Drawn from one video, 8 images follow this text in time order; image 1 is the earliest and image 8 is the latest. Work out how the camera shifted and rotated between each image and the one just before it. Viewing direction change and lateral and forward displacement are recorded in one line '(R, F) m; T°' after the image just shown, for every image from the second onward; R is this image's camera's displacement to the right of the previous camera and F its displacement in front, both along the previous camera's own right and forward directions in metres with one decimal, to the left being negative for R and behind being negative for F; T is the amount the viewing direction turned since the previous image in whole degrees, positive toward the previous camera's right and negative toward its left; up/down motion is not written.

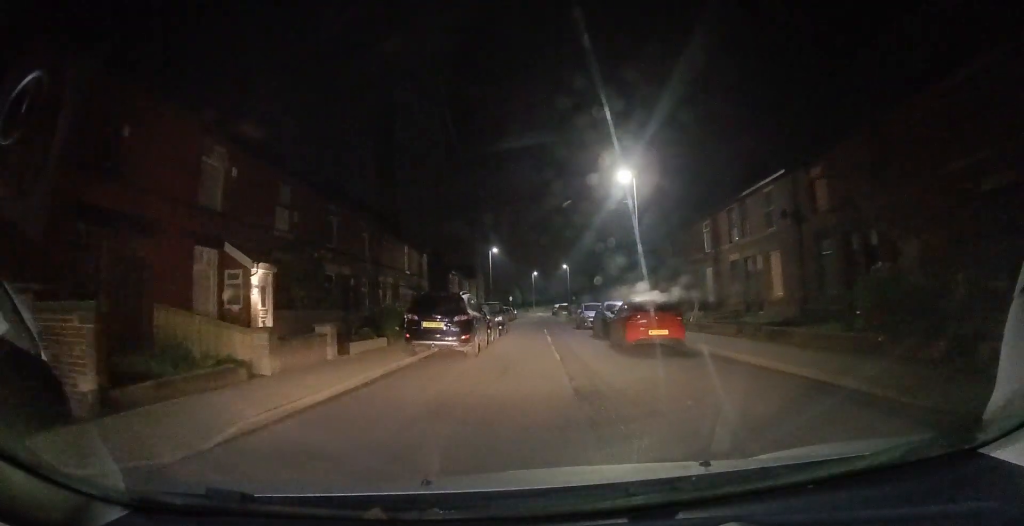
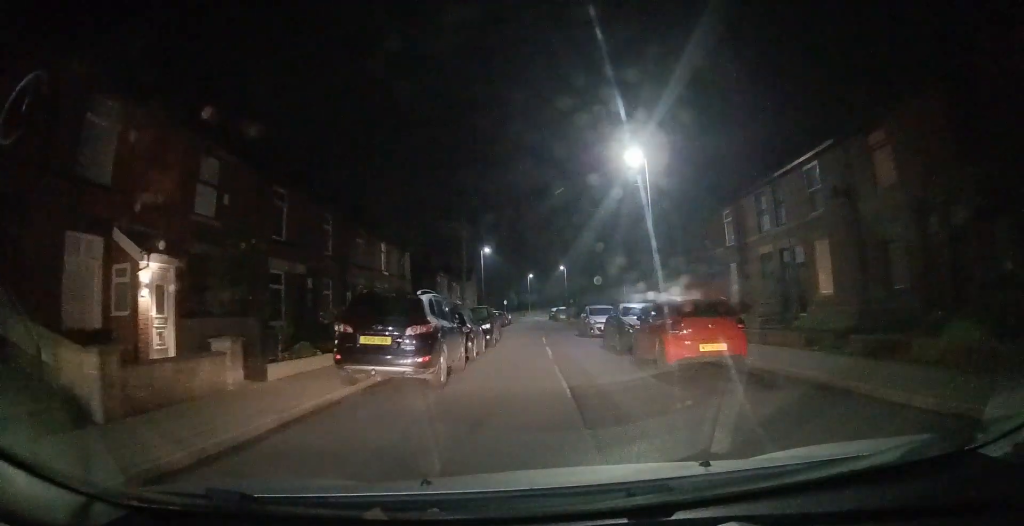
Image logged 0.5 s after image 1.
(-0.1, +4.5) m; 0°
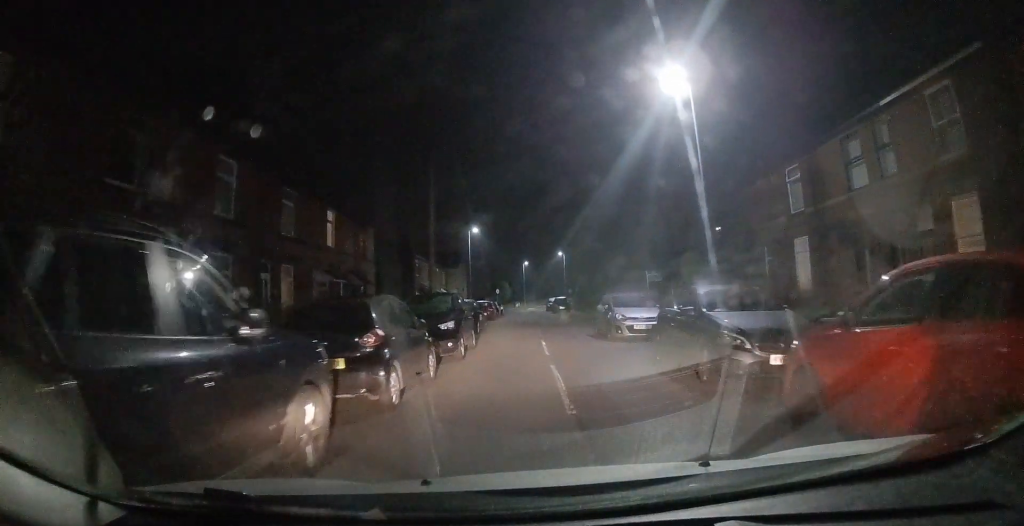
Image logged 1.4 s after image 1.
(-0.1, +7.9) m; 0°
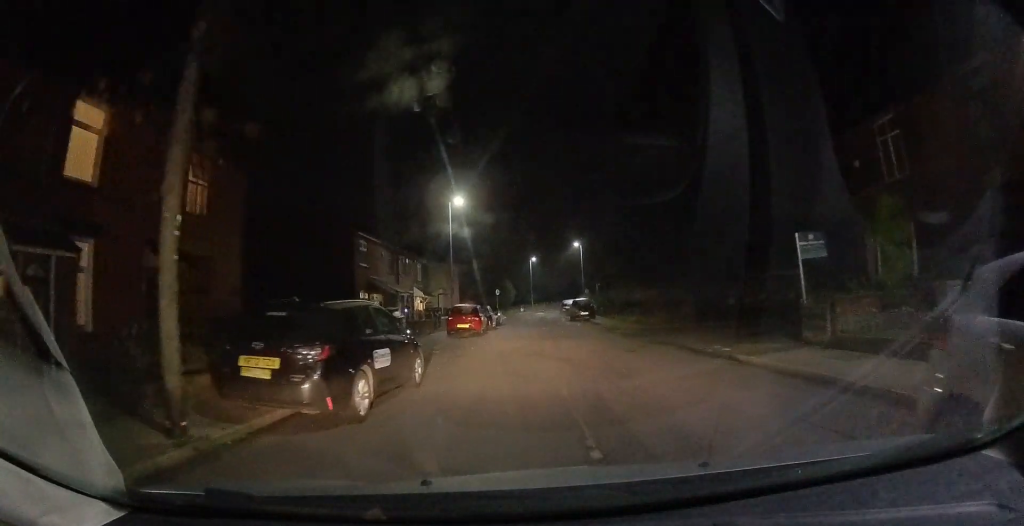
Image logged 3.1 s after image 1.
(+0.4, +16.1) m; +1°
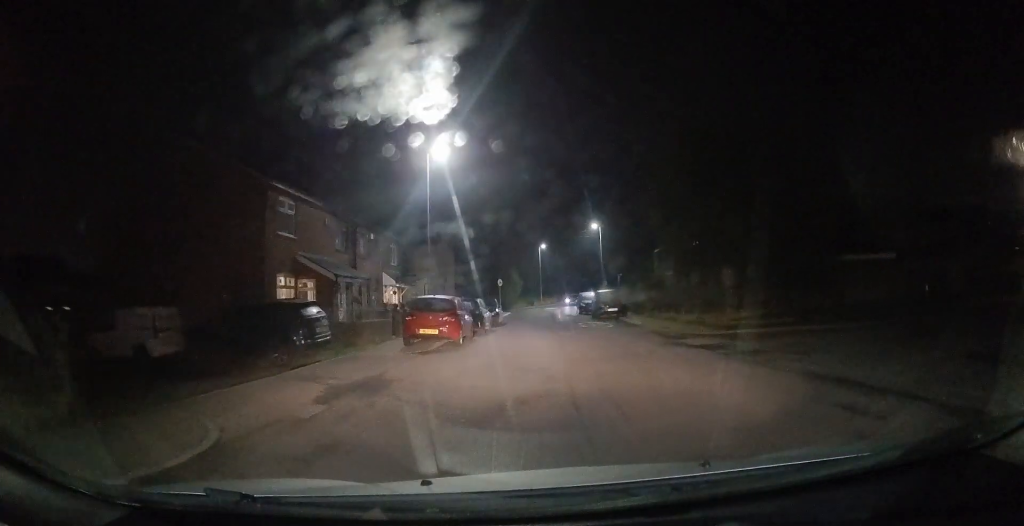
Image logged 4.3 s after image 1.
(-0.2, +10.8) m; -1°
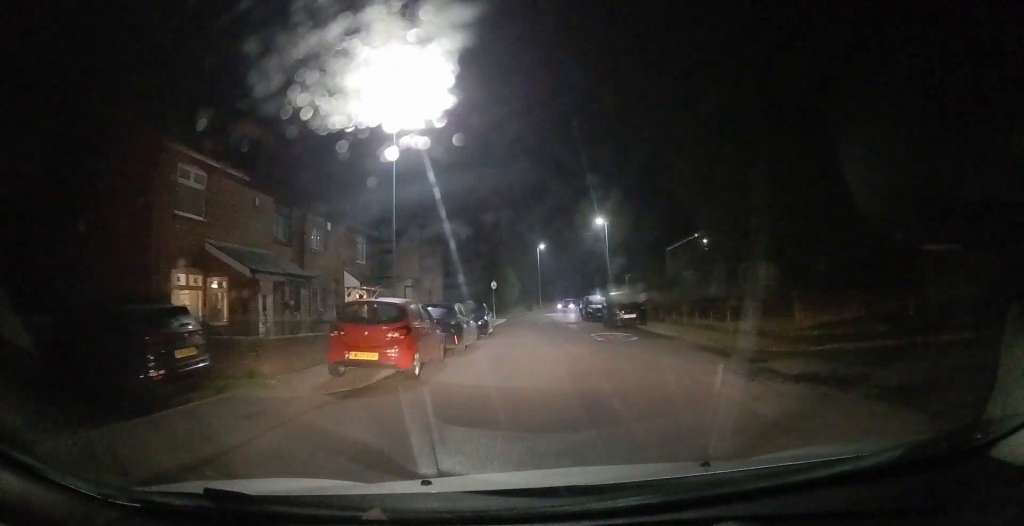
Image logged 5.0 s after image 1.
(0.0, +6.0) m; +1°
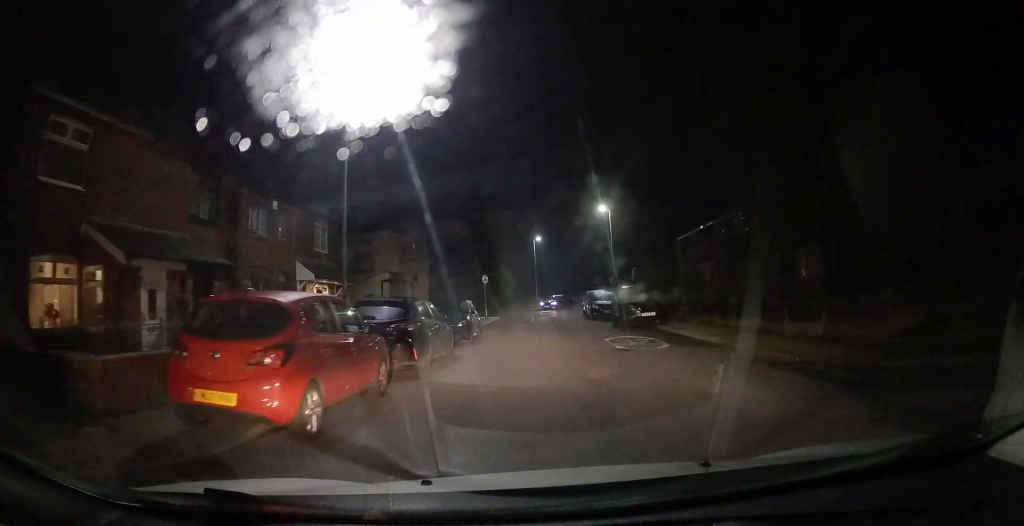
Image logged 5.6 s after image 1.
(0.0, +4.8) m; 0°
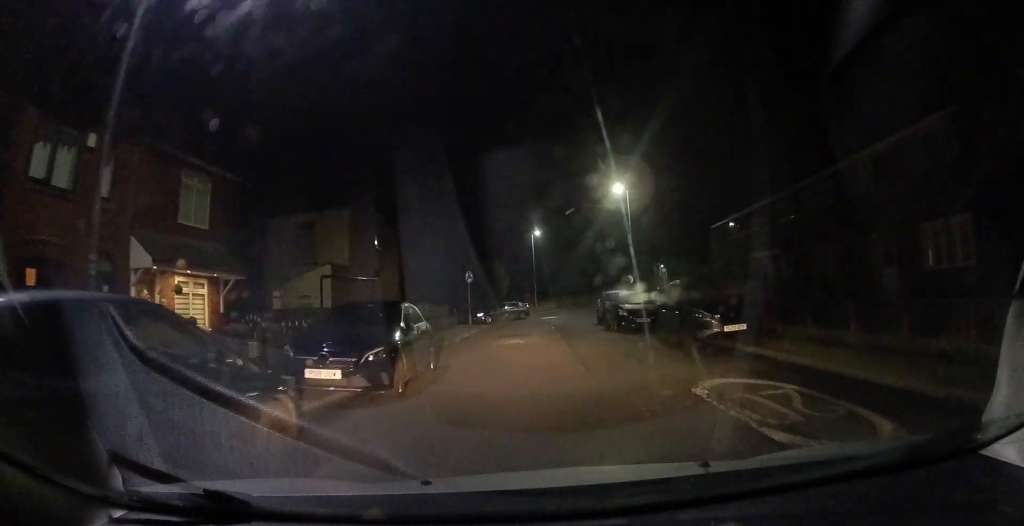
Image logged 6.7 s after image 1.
(-0.1, +9.3) m; -1°
